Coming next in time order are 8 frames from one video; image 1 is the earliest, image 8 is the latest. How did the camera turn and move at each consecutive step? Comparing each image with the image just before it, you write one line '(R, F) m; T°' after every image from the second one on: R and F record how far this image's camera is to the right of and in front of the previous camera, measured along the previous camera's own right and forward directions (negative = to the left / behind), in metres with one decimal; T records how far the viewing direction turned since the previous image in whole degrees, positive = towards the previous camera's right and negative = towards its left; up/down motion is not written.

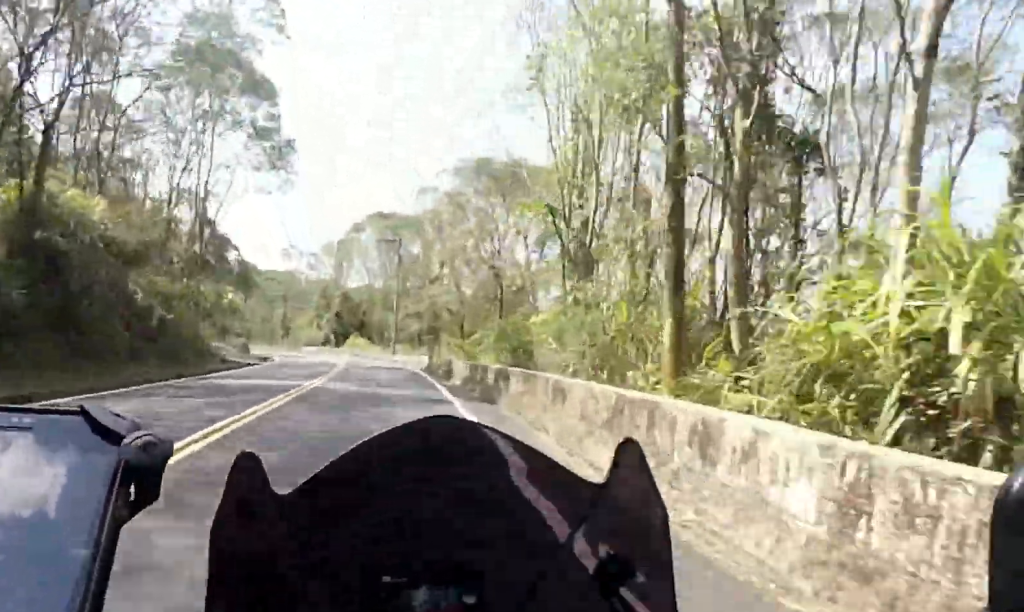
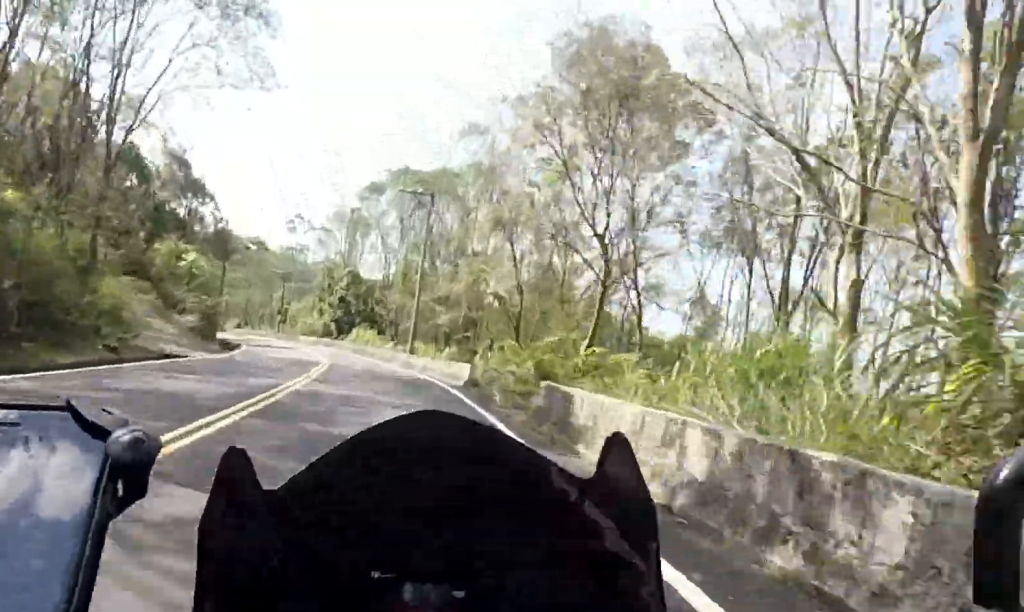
(-1.9, +14.2) m; -6°
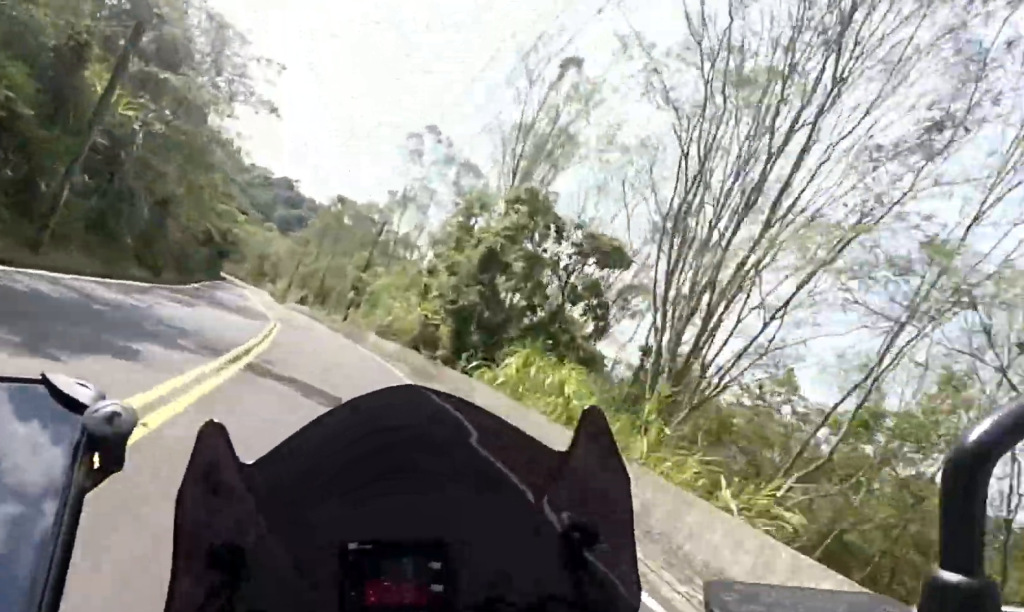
(-2.8, +38.0) m; -8°
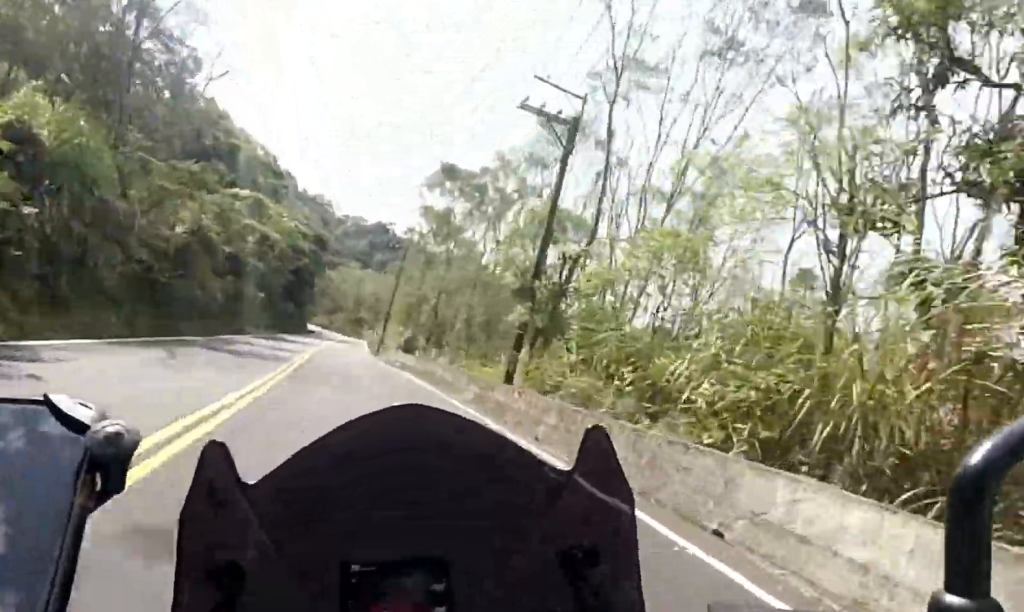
(-0.8, +27.0) m; -4°
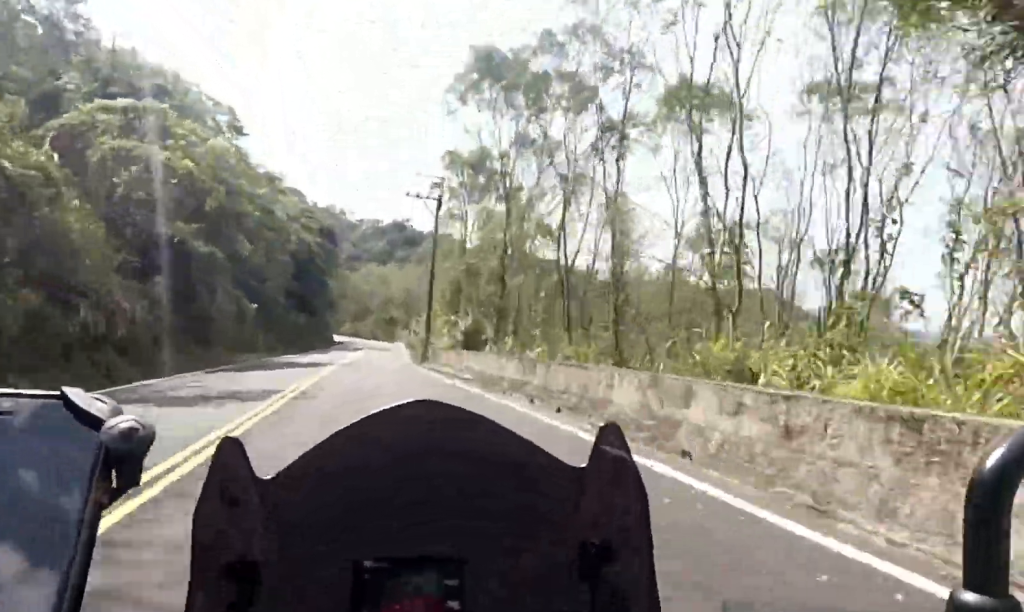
(-0.4, +14.2) m; -2°
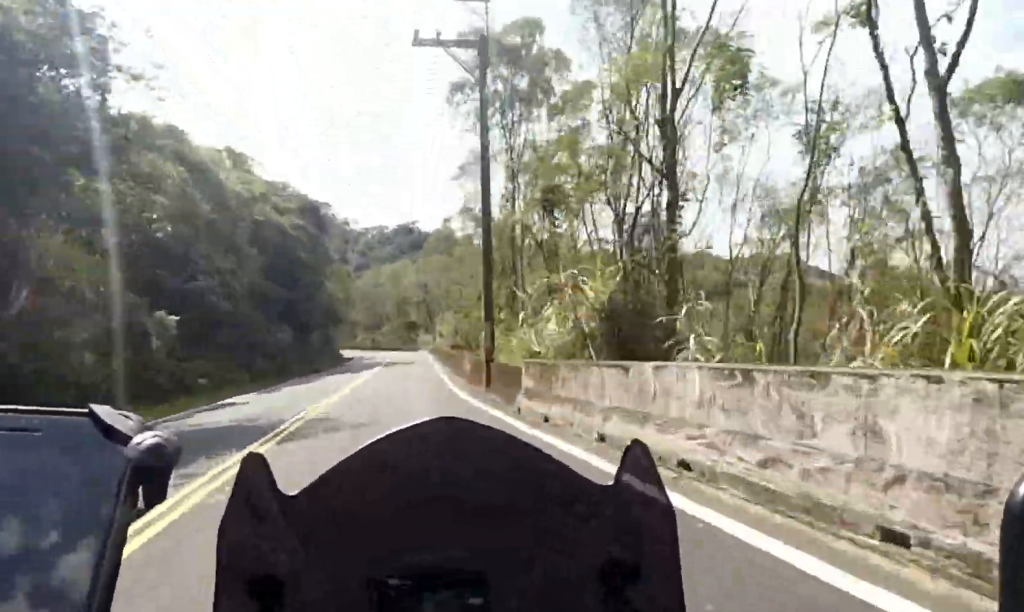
(-0.5, +15.5) m; -3°
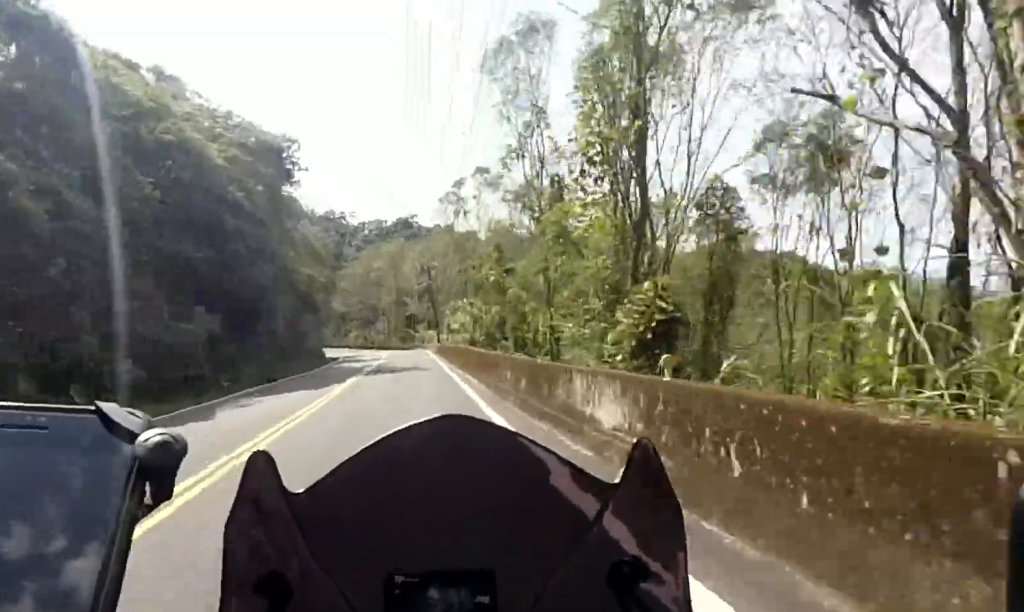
(-0.2, +13.6) m; -1°
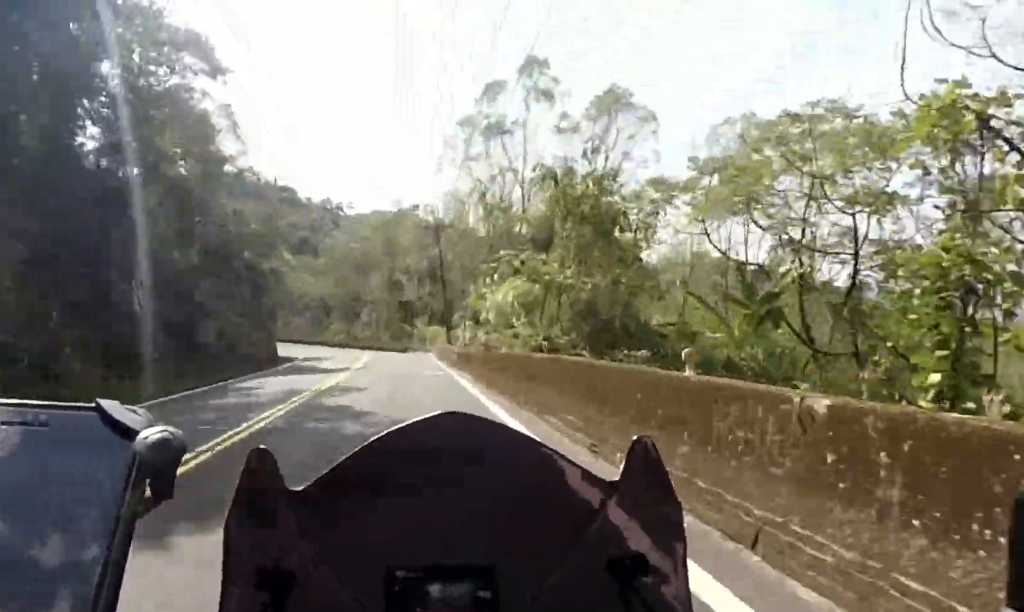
(-0.1, +18.7) m; -3°
